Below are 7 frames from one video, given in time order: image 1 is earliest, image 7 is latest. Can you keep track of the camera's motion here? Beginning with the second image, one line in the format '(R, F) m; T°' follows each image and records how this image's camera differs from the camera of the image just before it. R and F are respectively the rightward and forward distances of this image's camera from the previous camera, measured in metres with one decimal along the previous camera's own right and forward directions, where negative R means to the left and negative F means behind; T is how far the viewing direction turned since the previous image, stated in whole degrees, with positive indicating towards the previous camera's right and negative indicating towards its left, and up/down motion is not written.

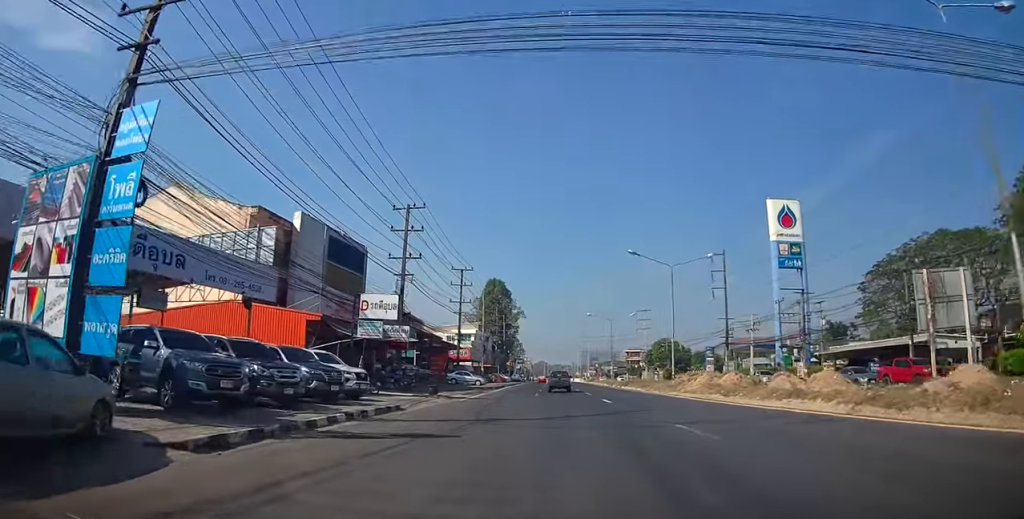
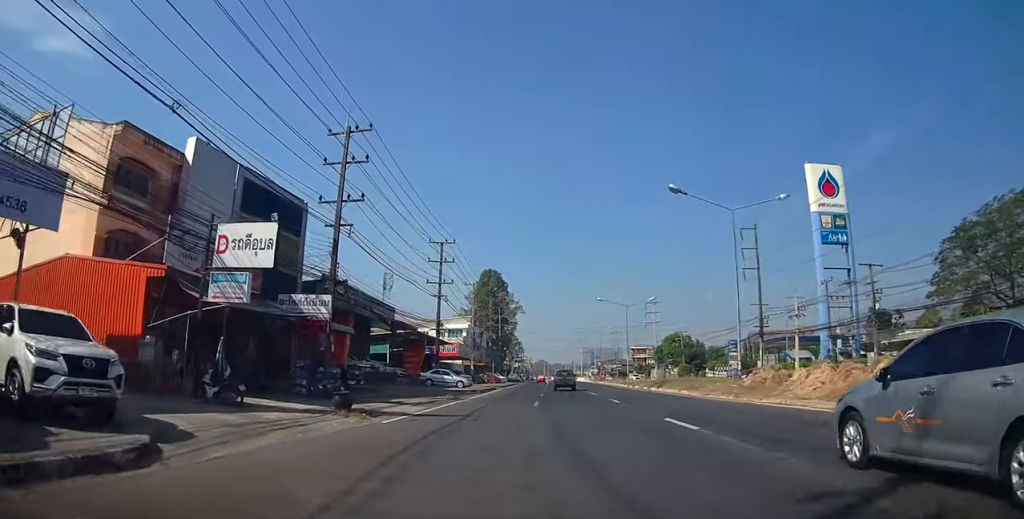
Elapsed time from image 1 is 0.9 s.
(-0.1, +13.3) m; 0°
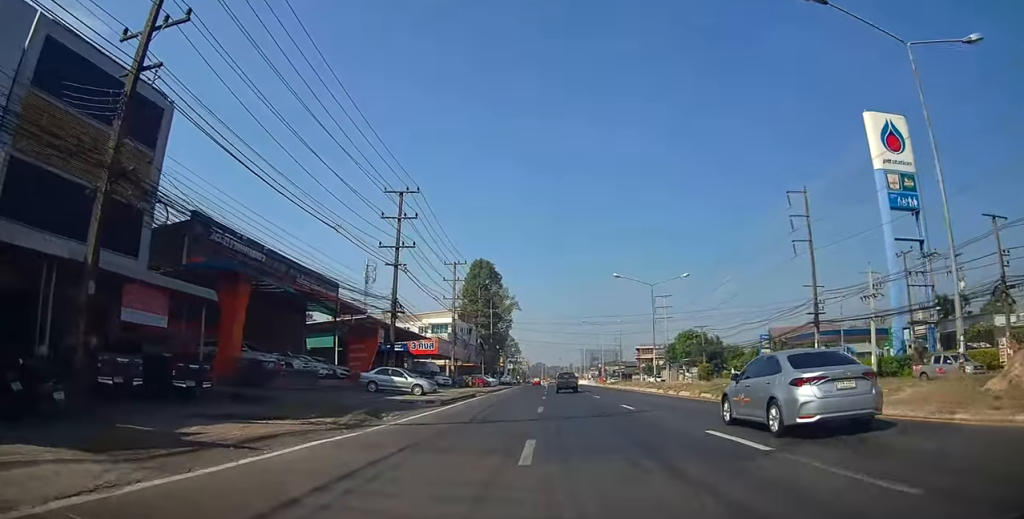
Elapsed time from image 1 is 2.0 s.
(+0.1, +15.4) m; 0°
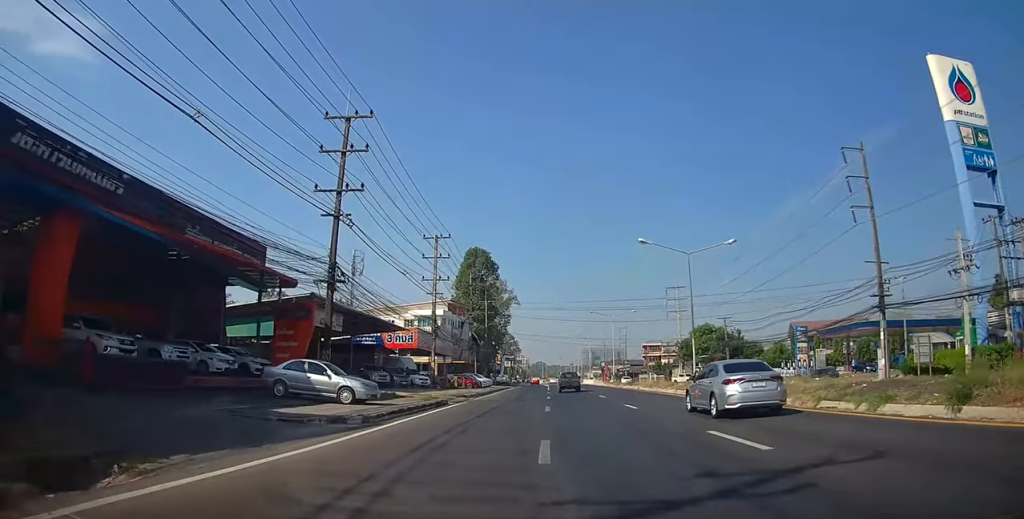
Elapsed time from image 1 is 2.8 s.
(0.0, +11.9) m; 0°
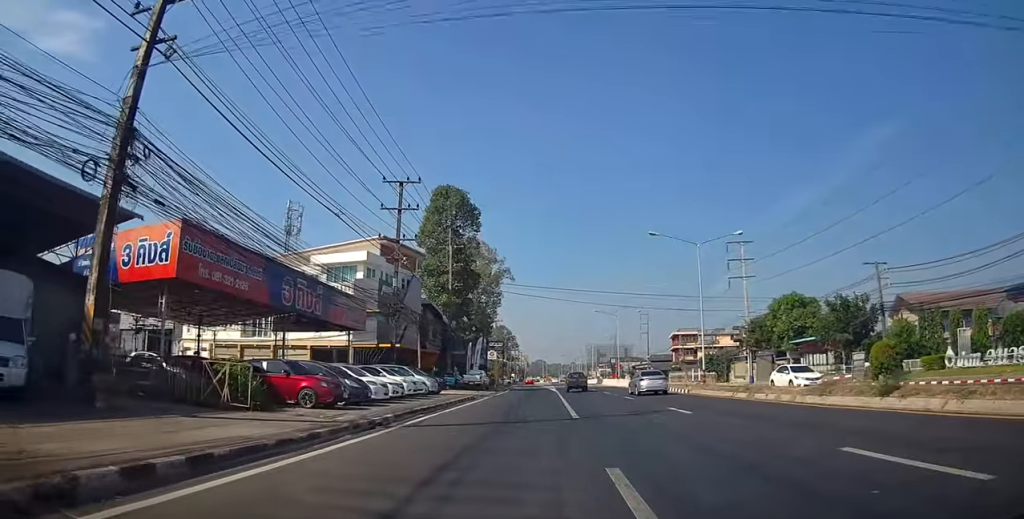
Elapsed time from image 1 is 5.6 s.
(-0.1, +40.5) m; -2°
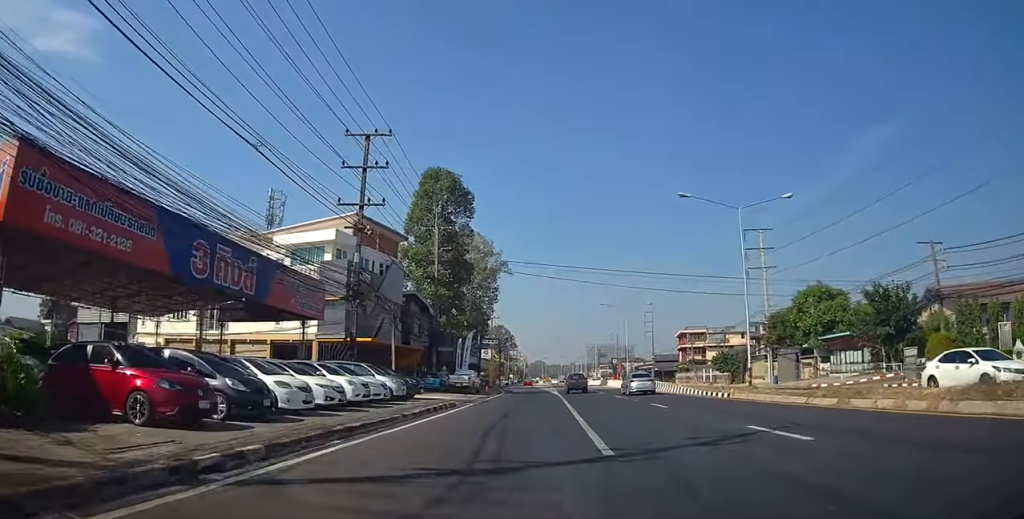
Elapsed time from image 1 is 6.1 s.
(-0.1, +7.8) m; 0°
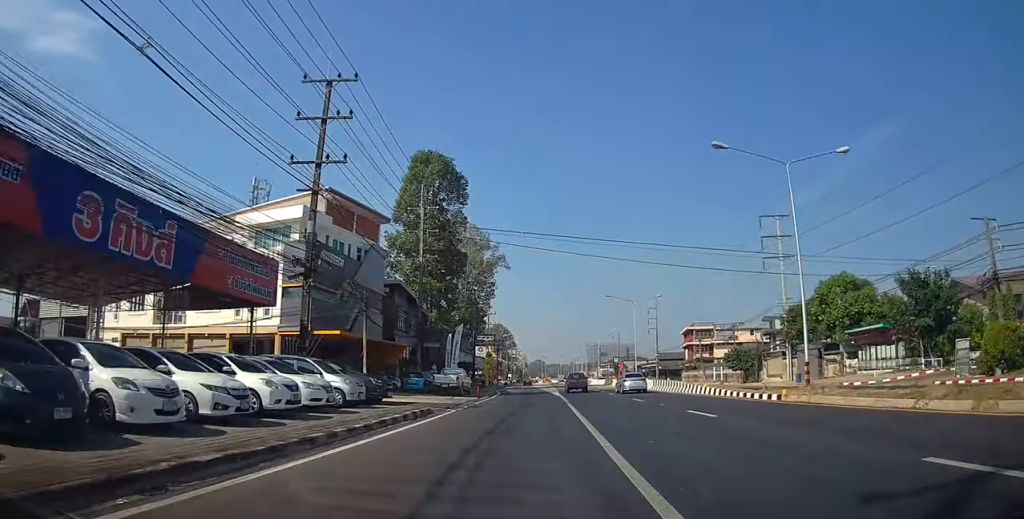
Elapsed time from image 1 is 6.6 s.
(-0.1, +6.1) m; 0°
